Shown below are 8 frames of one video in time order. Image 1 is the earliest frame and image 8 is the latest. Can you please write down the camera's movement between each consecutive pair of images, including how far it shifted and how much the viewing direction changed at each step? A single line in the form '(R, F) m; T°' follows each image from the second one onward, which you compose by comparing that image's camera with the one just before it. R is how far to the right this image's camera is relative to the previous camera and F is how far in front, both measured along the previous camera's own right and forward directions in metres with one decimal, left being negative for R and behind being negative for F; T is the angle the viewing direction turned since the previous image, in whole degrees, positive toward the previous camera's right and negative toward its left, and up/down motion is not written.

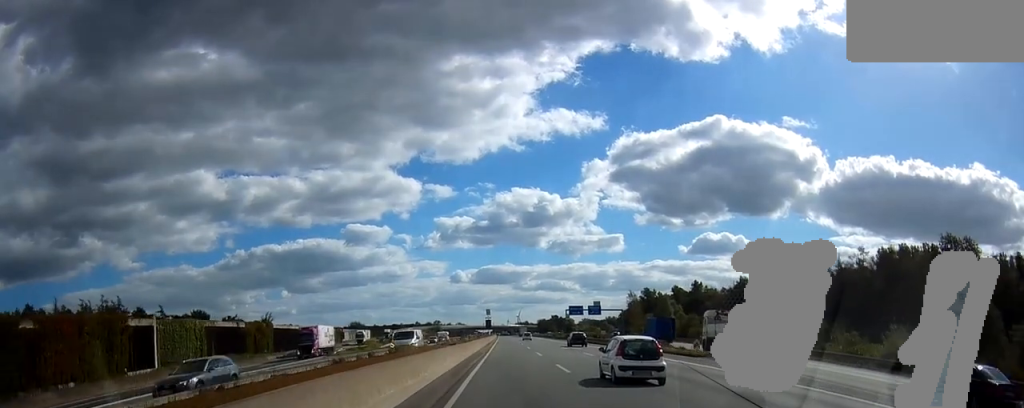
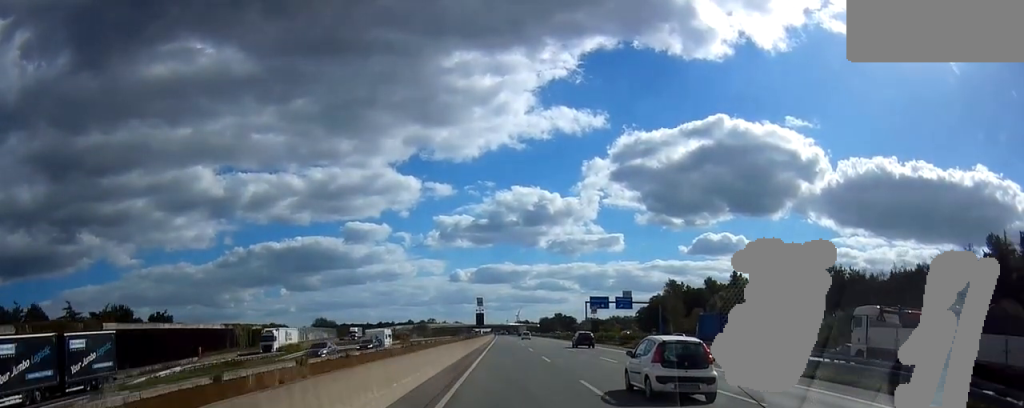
(-0.1, +45.8) m; 0°
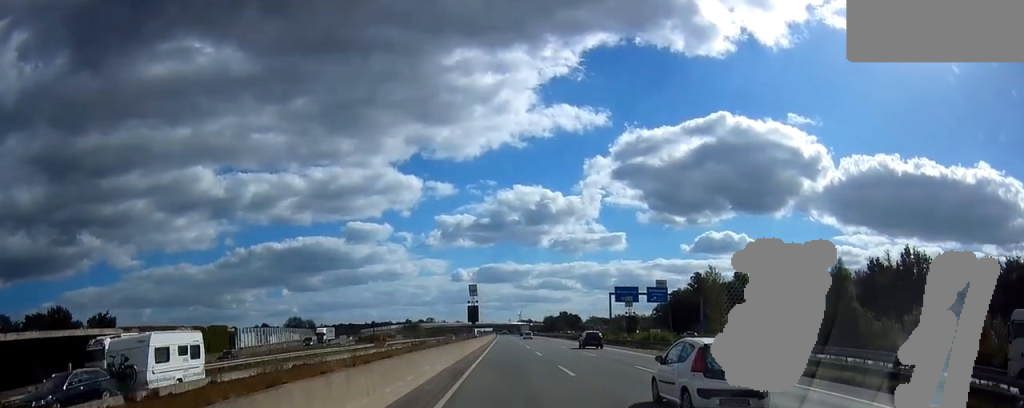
(0.0, +28.3) m; 0°
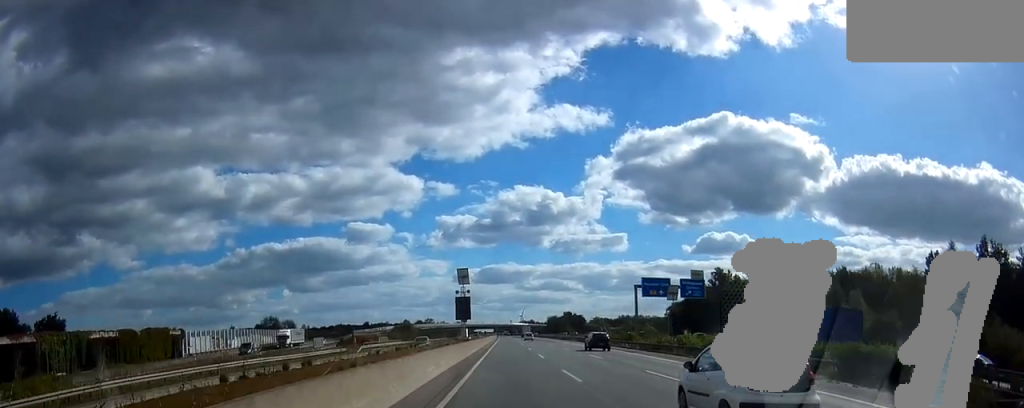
(0.0, +20.0) m; 0°
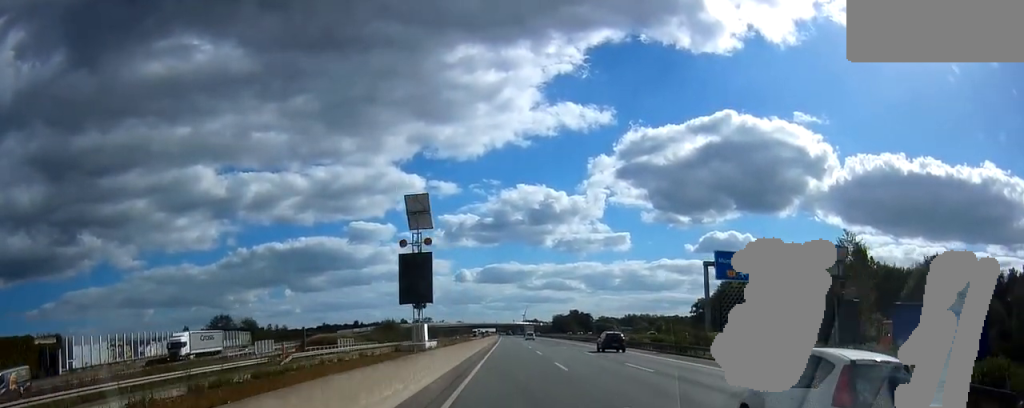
(0.0, +30.0) m; 0°
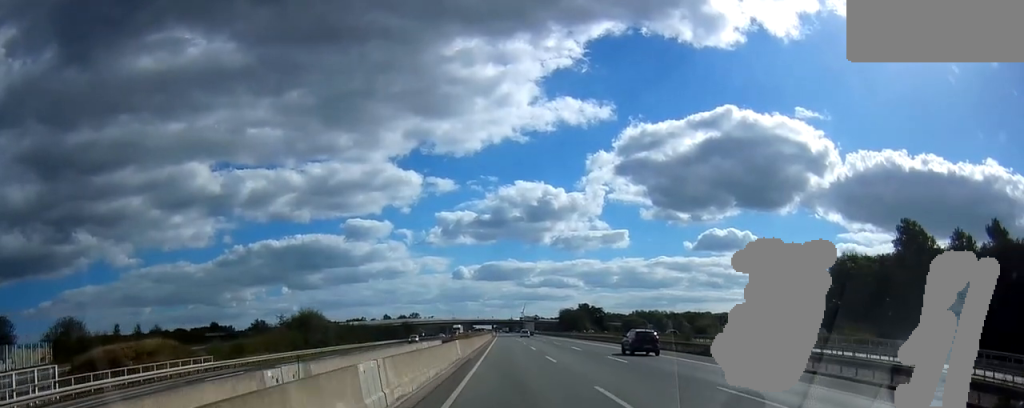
(0.0, +68.1) m; 0°
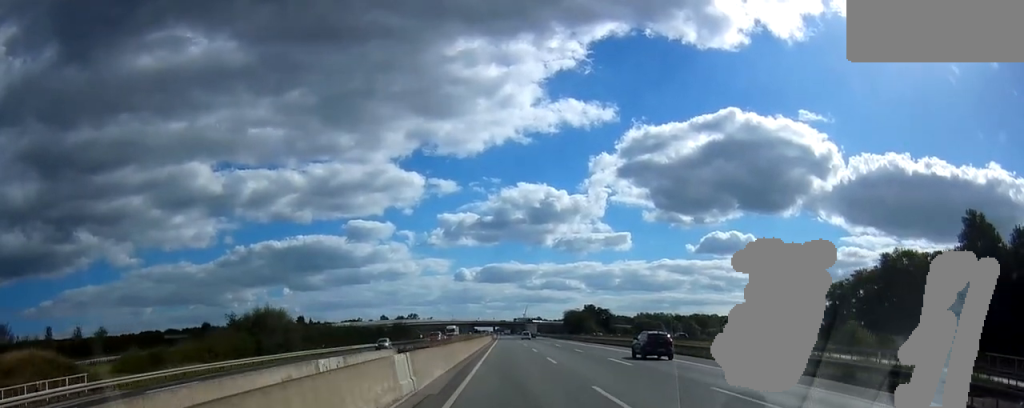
(0.0, +18.4) m; 0°
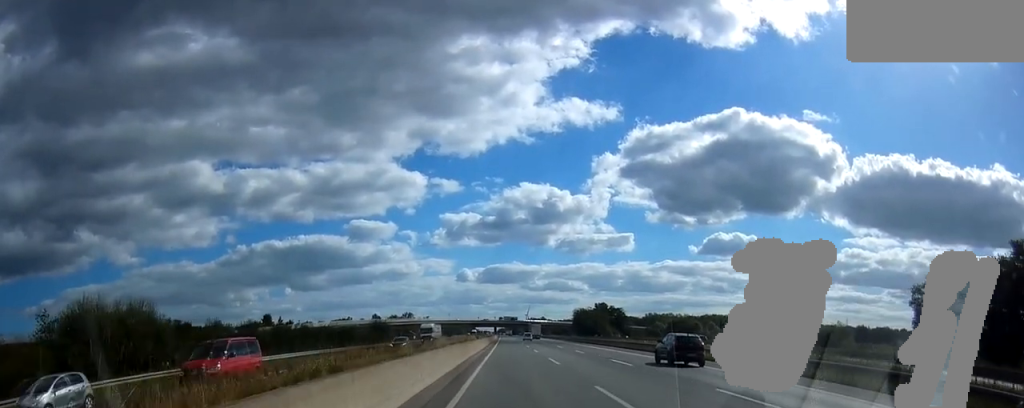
(-0.1, +36.1) m; 0°
